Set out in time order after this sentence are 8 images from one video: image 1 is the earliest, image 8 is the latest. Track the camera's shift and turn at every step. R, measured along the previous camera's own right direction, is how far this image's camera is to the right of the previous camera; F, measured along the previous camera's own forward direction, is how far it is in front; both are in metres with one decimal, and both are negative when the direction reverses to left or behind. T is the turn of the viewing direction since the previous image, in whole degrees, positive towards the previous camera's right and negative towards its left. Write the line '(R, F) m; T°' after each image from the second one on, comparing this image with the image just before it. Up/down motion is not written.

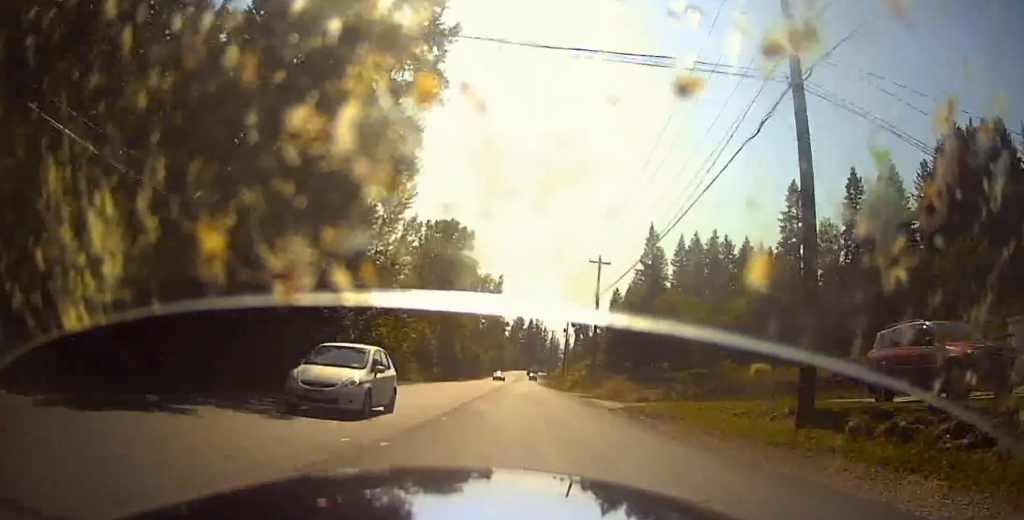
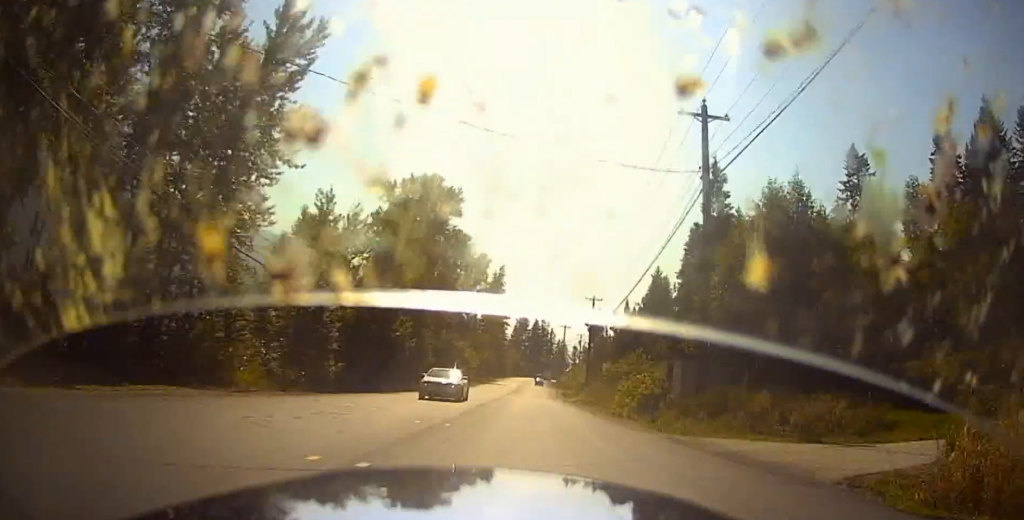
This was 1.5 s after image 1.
(-0.7, +34.3) m; 0°
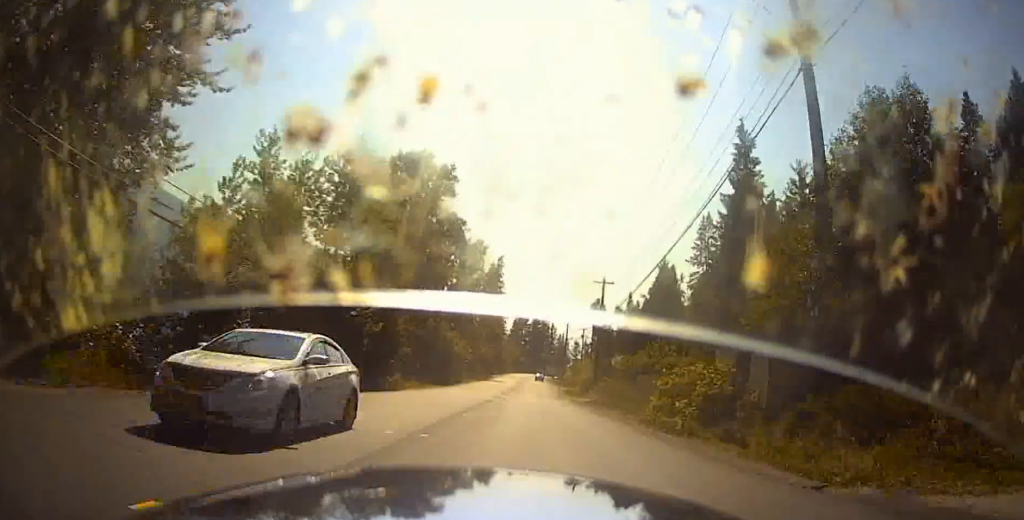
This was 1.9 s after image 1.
(0.0, +9.6) m; +1°
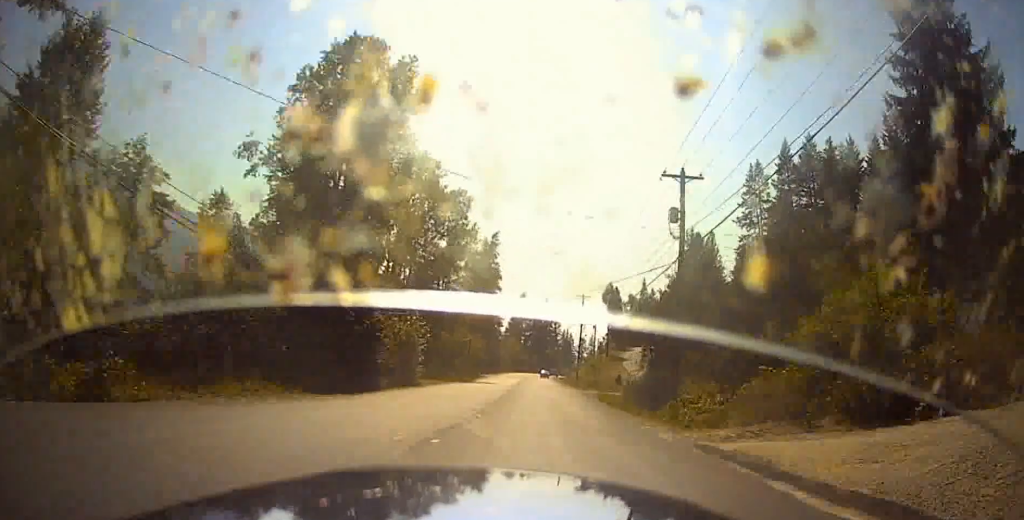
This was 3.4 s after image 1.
(+0.7, +31.2) m; 0°
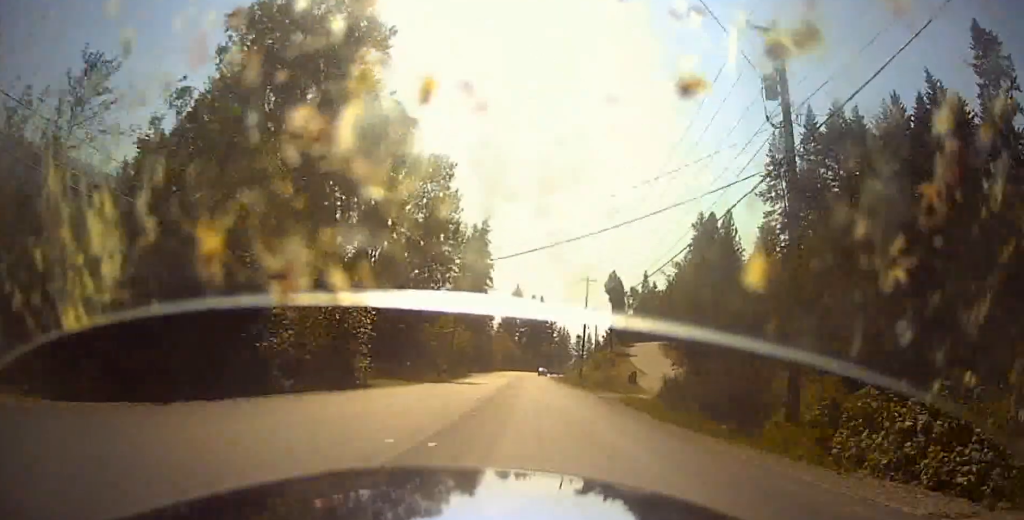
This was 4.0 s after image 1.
(-0.1, +13.2) m; -1°
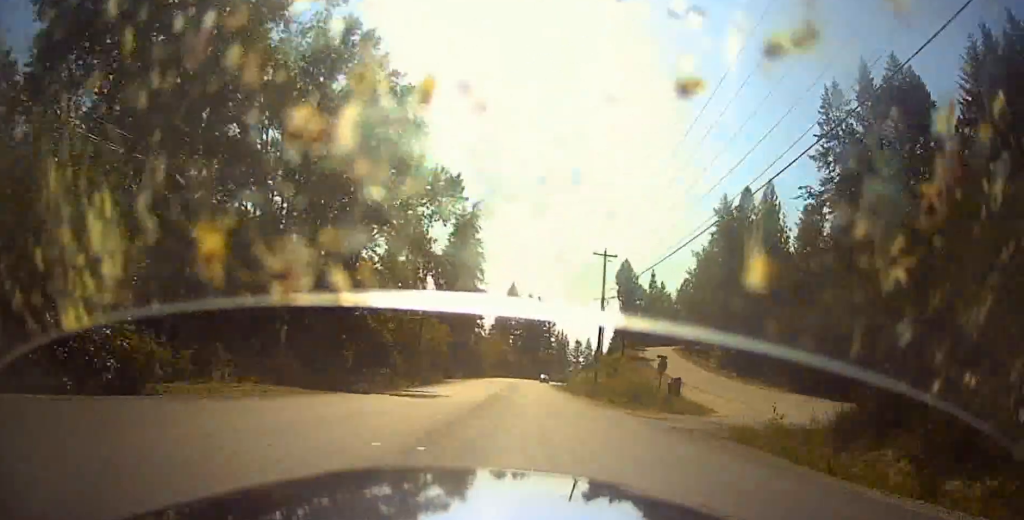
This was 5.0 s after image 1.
(-0.2, +19.5) m; 0°
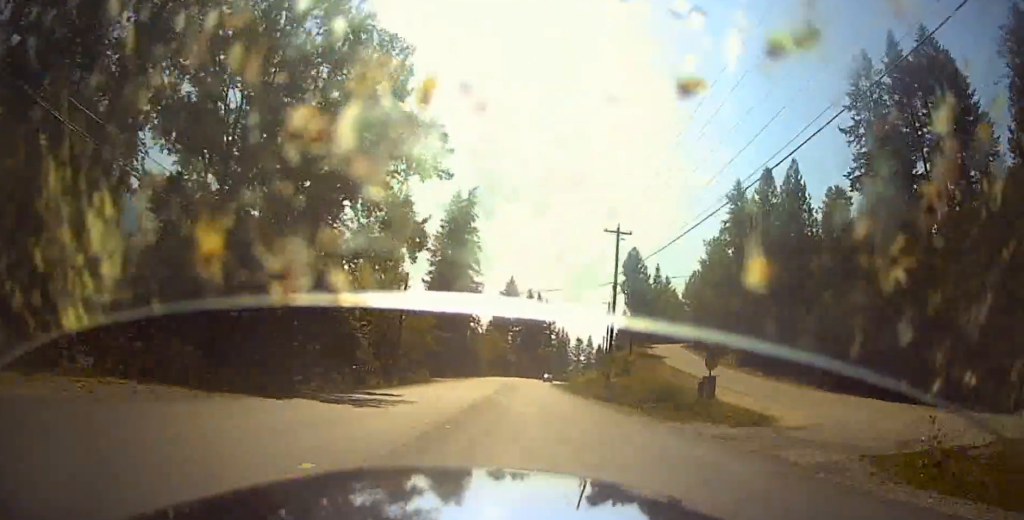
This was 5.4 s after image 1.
(+0.2, +8.3) m; 0°
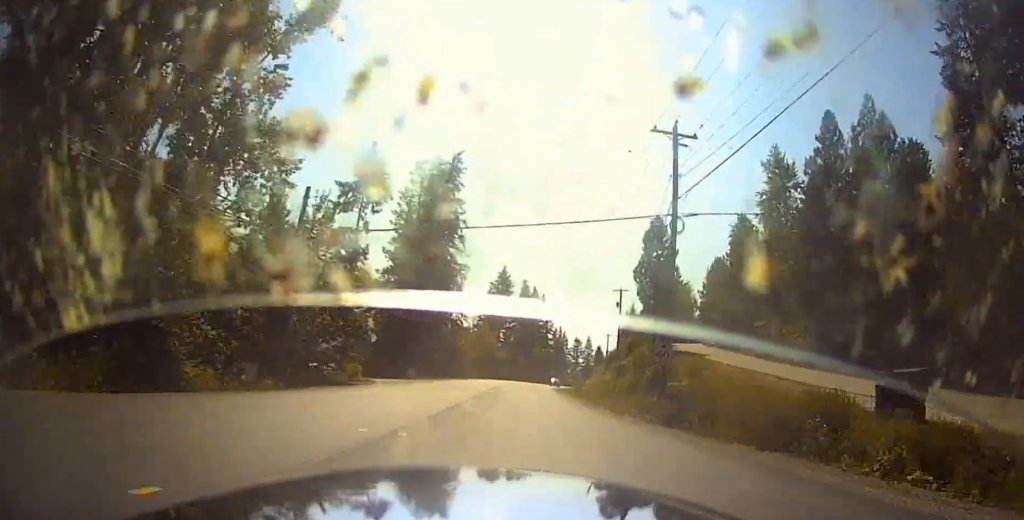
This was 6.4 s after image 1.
(0.0, +20.6) m; 0°
